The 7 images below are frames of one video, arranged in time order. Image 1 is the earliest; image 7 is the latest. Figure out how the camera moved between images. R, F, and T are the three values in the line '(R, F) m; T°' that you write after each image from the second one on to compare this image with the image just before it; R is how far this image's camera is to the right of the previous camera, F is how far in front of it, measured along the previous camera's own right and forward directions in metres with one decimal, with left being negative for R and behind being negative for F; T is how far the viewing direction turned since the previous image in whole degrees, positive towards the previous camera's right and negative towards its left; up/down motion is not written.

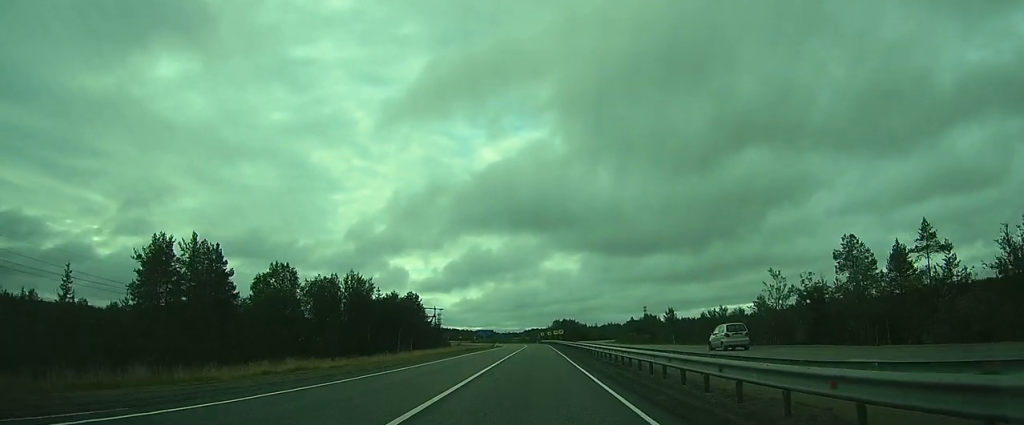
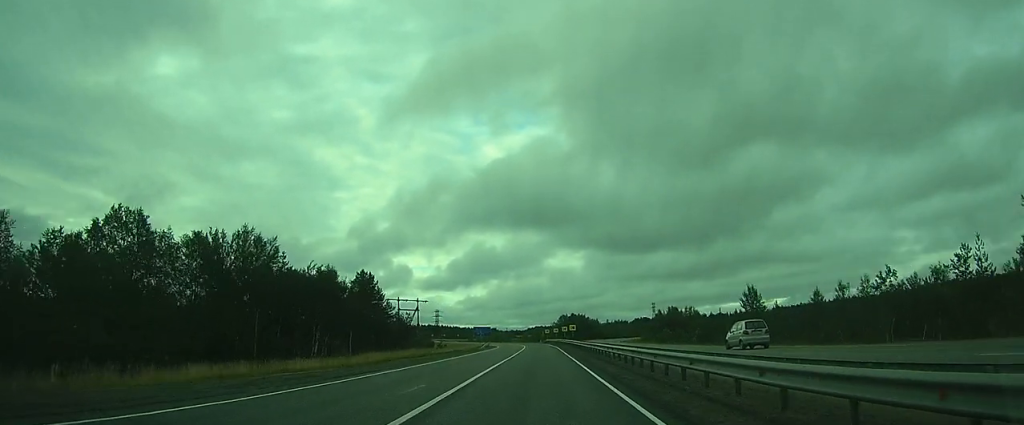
(0.0, +33.1) m; 0°
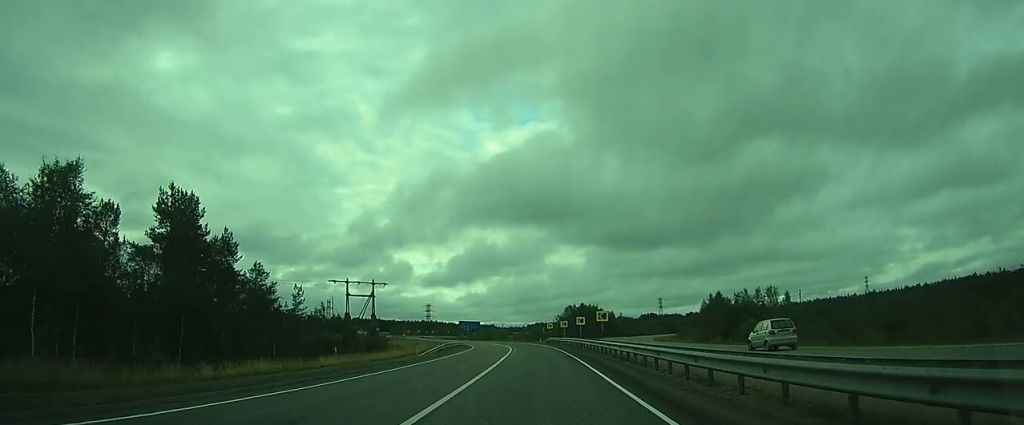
(+0.1, +42.7) m; 0°
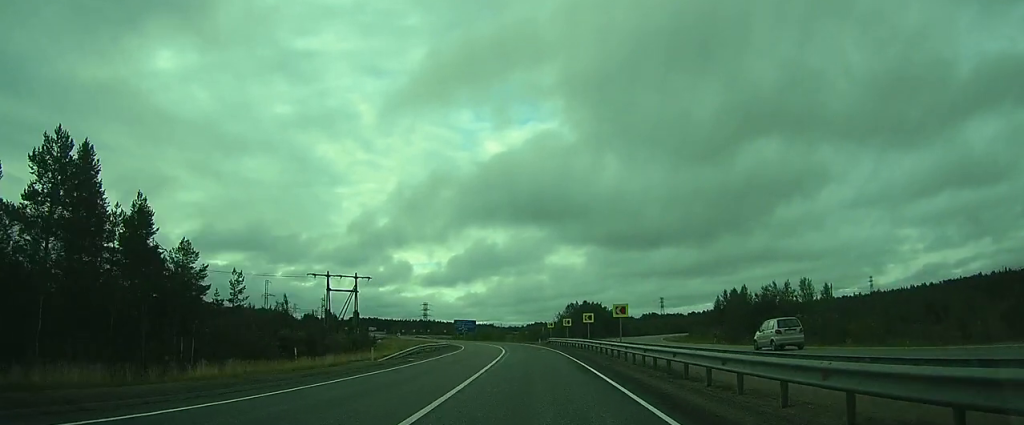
(0.0, +10.8) m; 0°
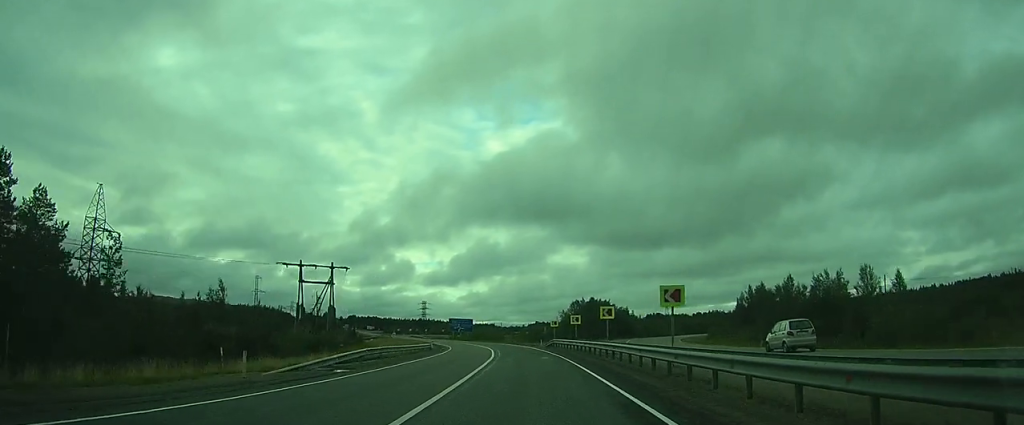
(-0.2, +13.6) m; -1°
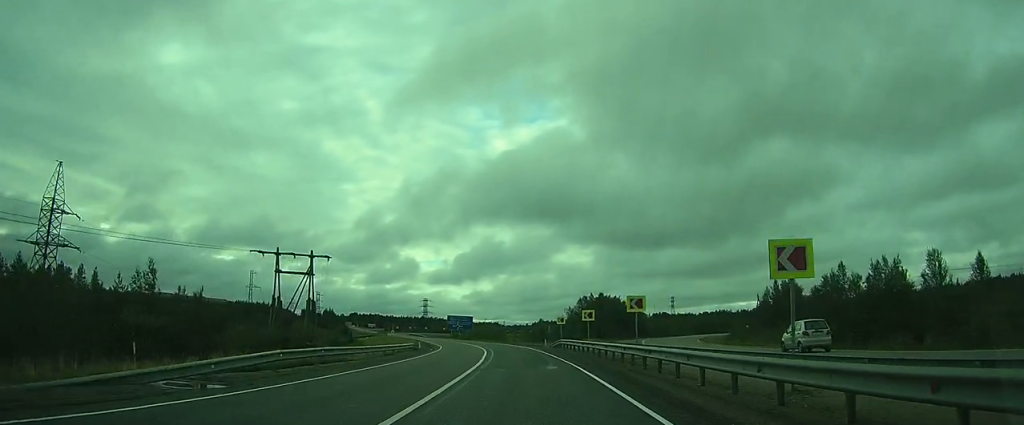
(0.0, +10.4) m; -1°
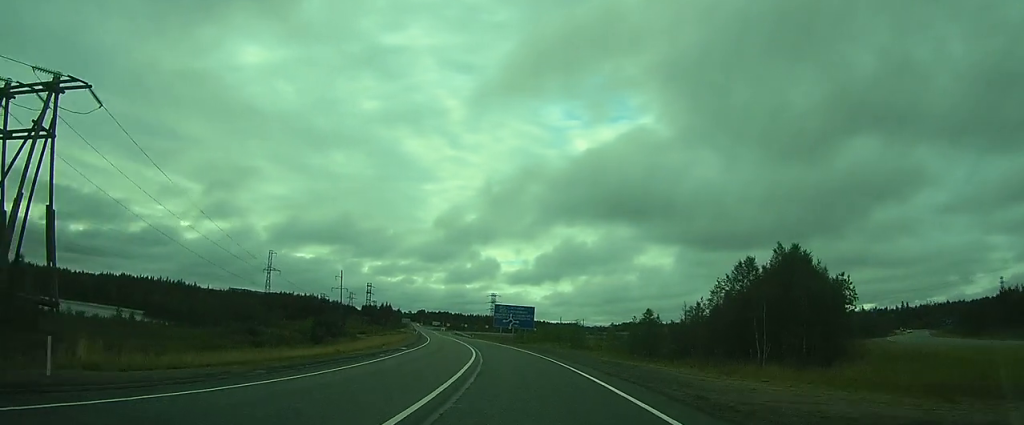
(-3.7, +56.4) m; -6°
